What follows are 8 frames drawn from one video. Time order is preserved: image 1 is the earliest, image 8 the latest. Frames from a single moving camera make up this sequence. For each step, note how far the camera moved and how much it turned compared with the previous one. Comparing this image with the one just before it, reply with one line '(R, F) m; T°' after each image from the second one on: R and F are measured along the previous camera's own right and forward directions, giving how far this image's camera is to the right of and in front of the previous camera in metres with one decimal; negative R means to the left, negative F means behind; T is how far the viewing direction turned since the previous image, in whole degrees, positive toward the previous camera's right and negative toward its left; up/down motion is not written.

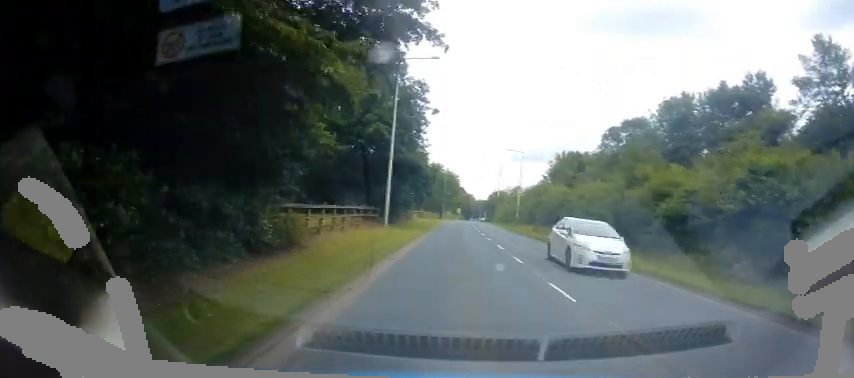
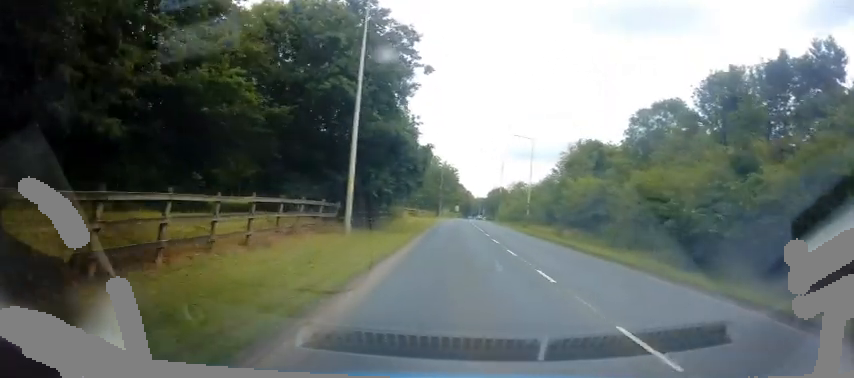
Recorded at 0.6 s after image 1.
(0.0, +9.5) m; 0°
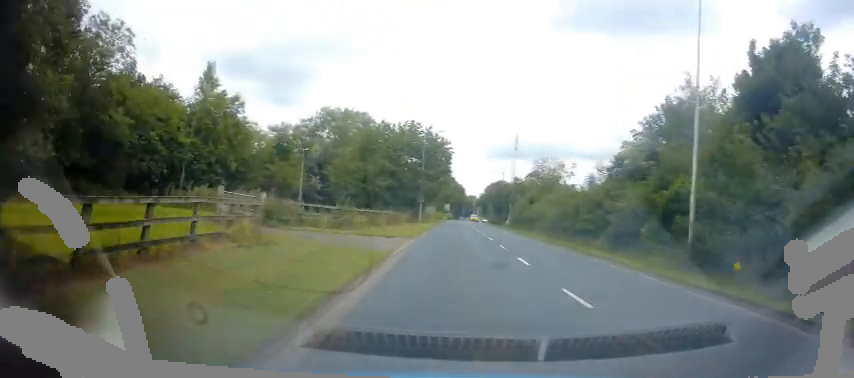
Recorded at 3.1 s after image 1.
(+0.2, +37.6) m; +2°
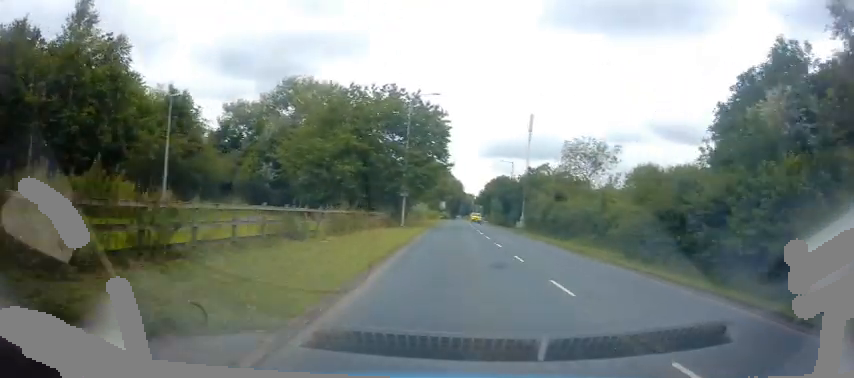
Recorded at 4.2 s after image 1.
(+0.2, +15.9) m; +1°
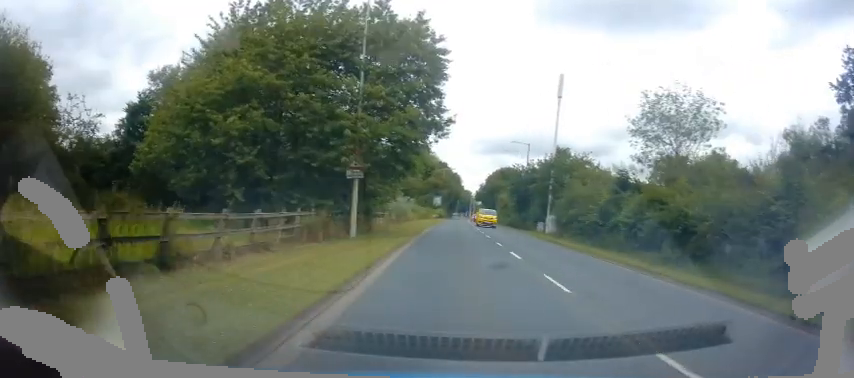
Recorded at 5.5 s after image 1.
(-0.2, +17.7) m; 0°
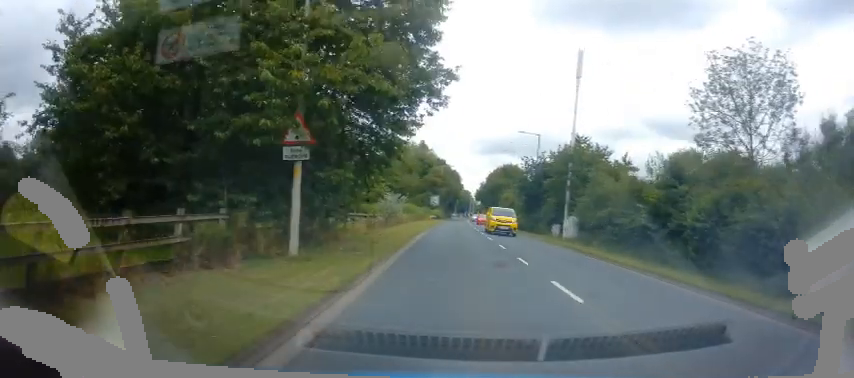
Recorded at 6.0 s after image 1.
(-0.1, +7.0) m; 0°
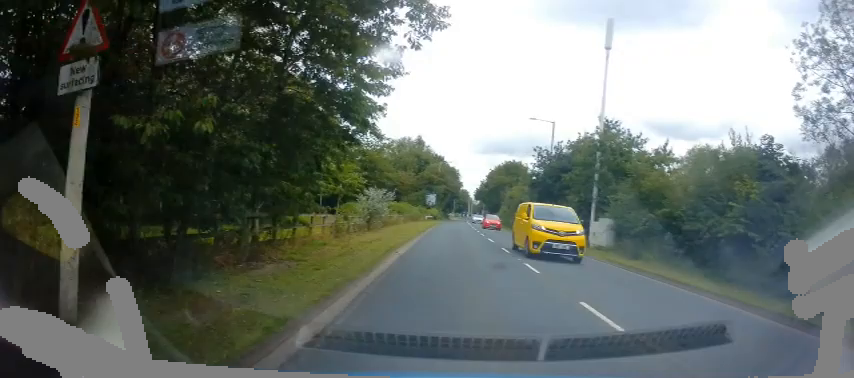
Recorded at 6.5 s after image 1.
(+0.1, +7.5) m; 0°
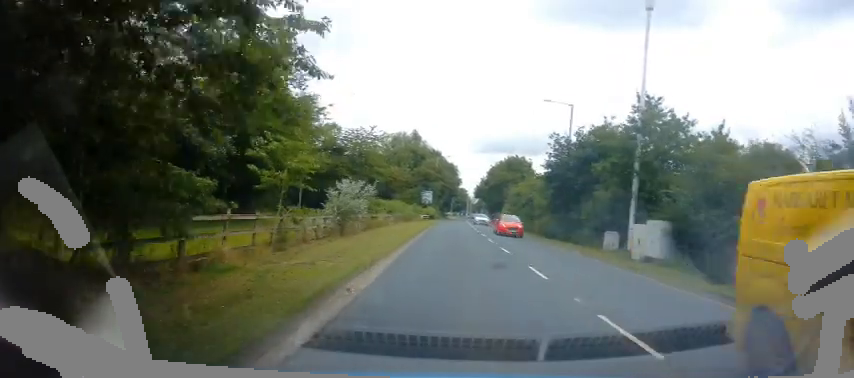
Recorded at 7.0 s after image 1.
(0.0, +6.9) m; 0°
